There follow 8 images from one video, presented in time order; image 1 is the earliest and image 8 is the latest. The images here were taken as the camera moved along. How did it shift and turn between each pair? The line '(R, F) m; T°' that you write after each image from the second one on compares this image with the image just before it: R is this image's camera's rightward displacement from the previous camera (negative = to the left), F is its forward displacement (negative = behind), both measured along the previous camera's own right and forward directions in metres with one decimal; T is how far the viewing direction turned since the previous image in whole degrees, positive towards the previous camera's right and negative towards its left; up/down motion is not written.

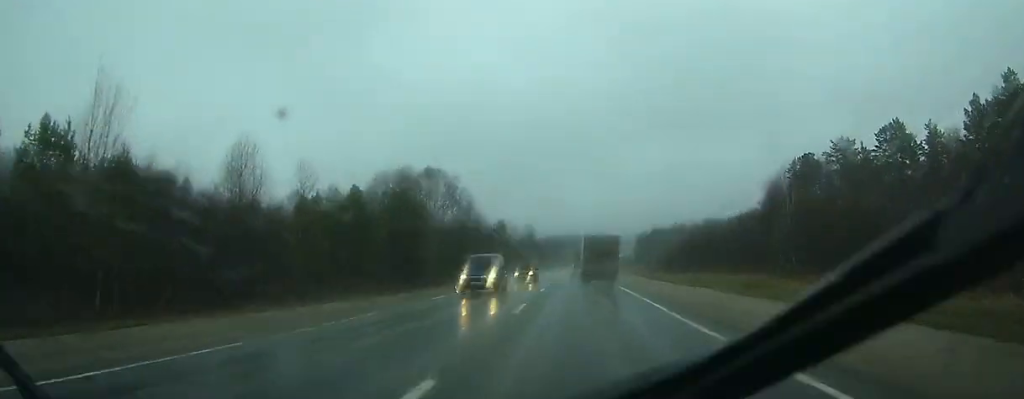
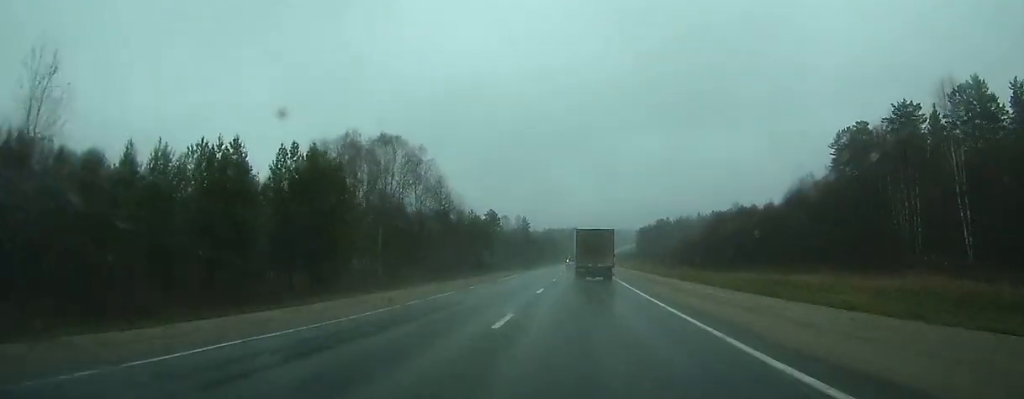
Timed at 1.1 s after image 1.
(0.0, +28.1) m; 0°
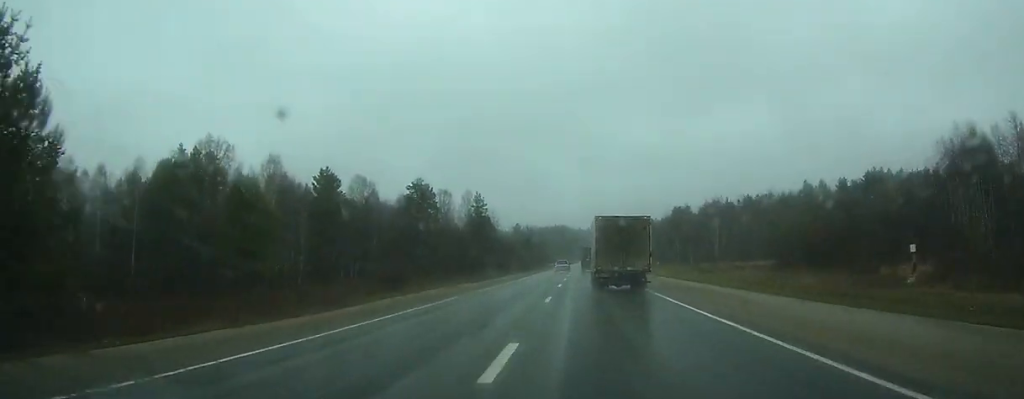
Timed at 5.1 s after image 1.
(+0.4, +102.1) m; +1°
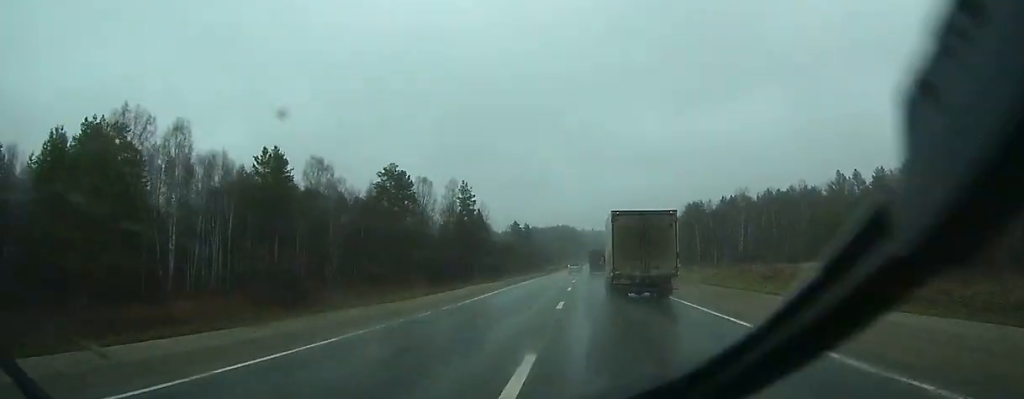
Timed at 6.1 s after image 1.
(+0.1, +24.5) m; 0°
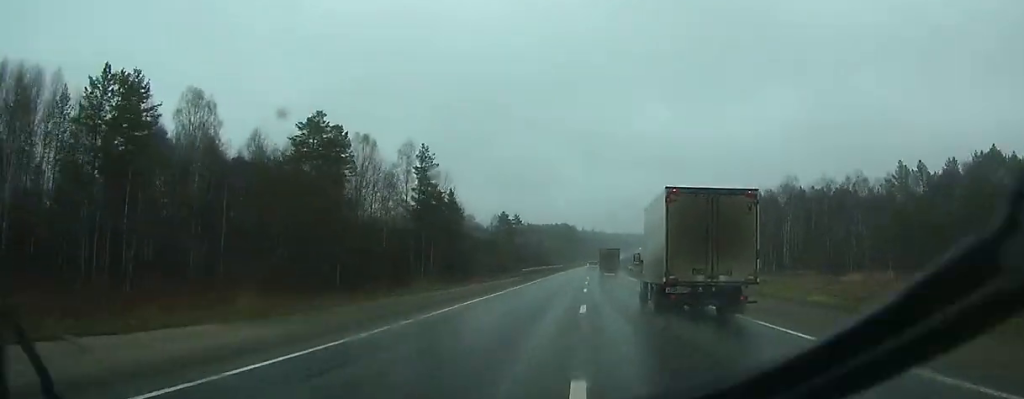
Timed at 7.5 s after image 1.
(0.0, +38.0) m; +1°
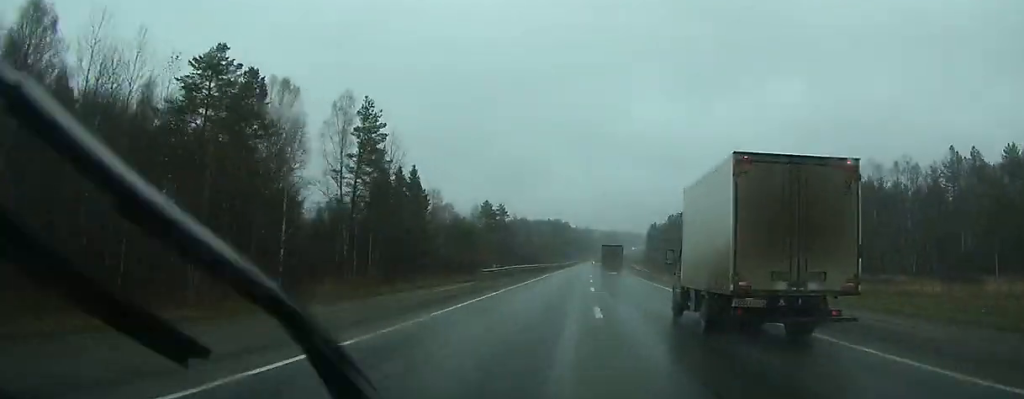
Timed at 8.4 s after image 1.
(0.0, +25.6) m; 0°
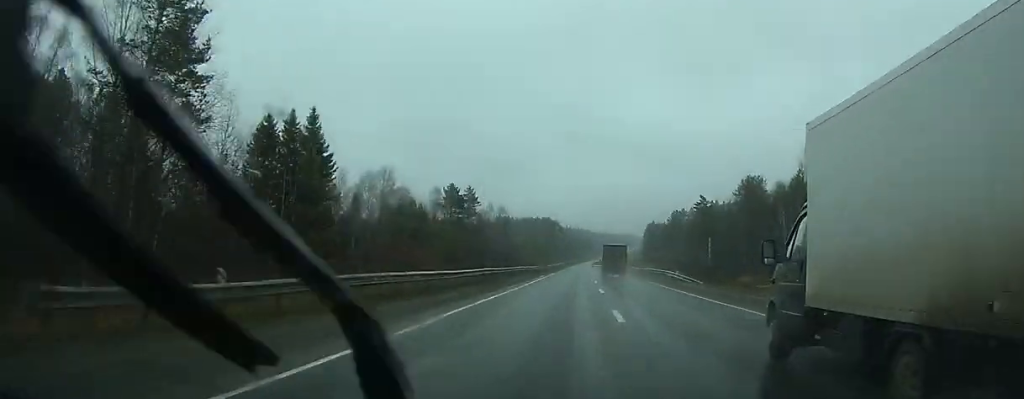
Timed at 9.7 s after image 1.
(+0.4, +37.2) m; +1°
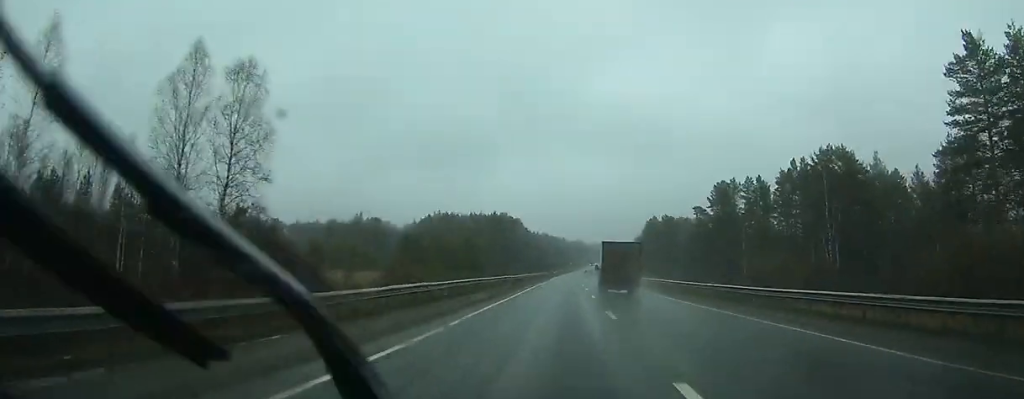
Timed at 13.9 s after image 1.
(+2.5, +115.7) m; +3°
